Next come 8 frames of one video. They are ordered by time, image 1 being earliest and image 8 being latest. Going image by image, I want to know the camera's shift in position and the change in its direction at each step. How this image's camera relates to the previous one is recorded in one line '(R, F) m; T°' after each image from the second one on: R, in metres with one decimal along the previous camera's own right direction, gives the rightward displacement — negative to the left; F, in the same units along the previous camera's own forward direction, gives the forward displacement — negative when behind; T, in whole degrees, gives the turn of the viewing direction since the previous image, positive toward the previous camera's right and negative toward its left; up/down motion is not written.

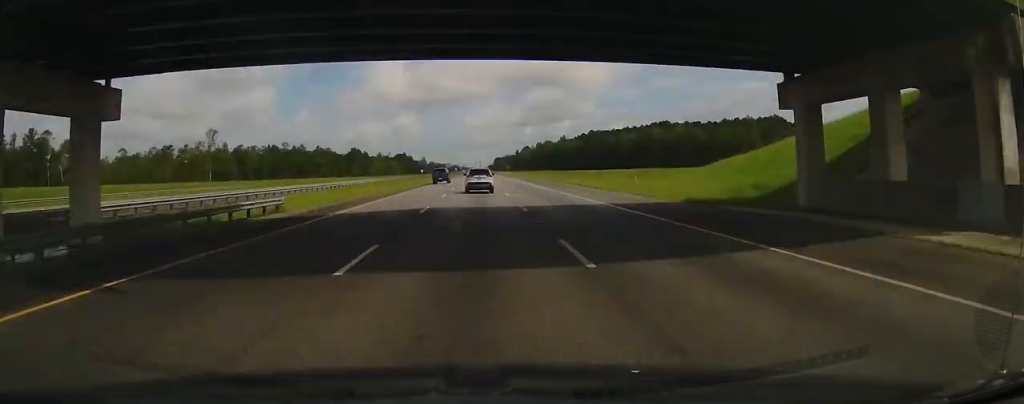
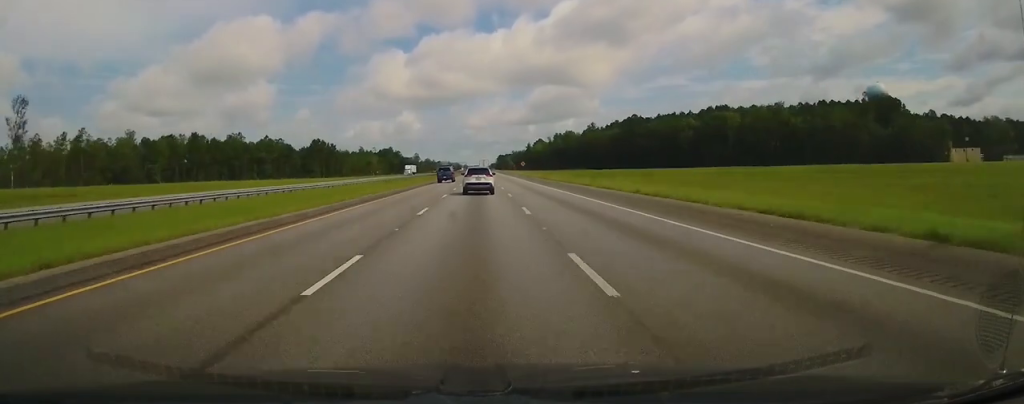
(0.0, +85.0) m; 0°
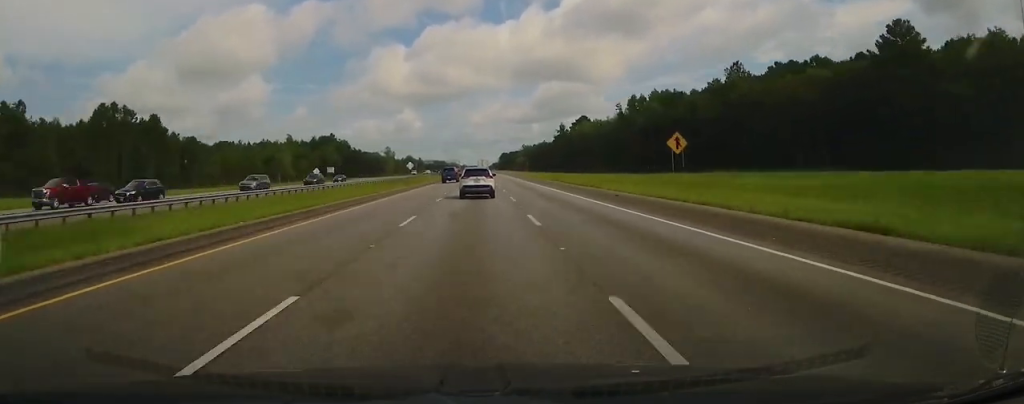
(+0.5, +159.1) m; 0°
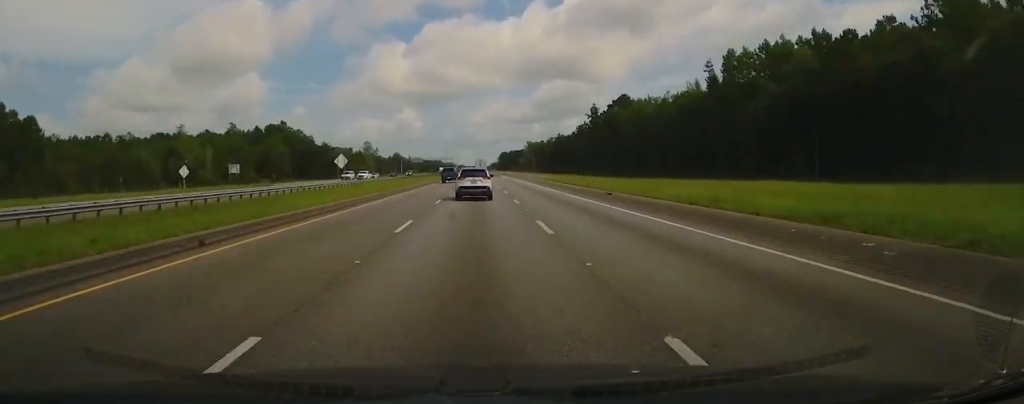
(-0.2, +60.8) m; 0°
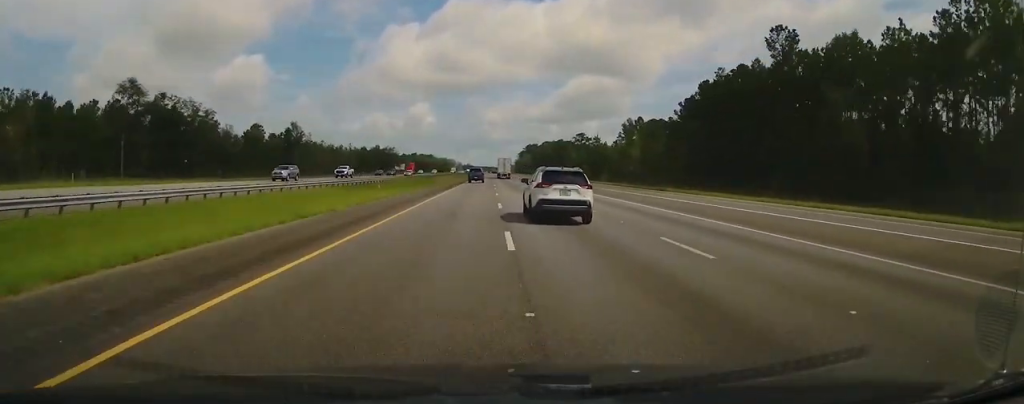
(-1.6, +307.1) m; 0°
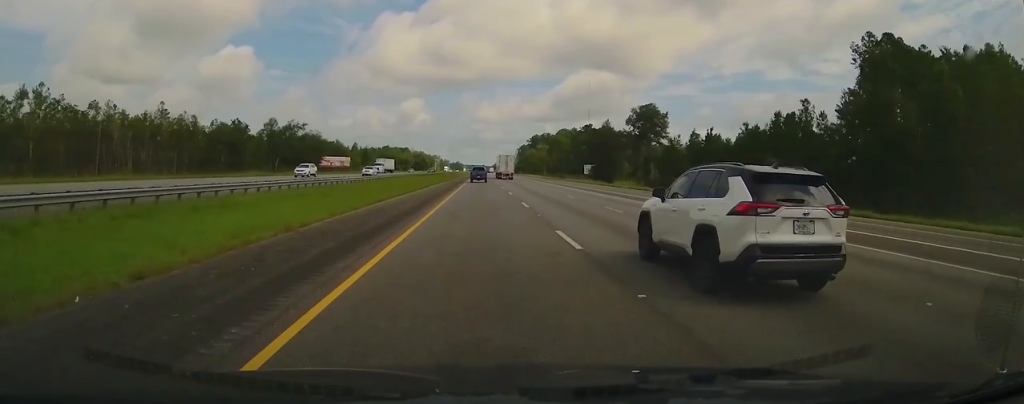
(+0.1, +118.2) m; 0°
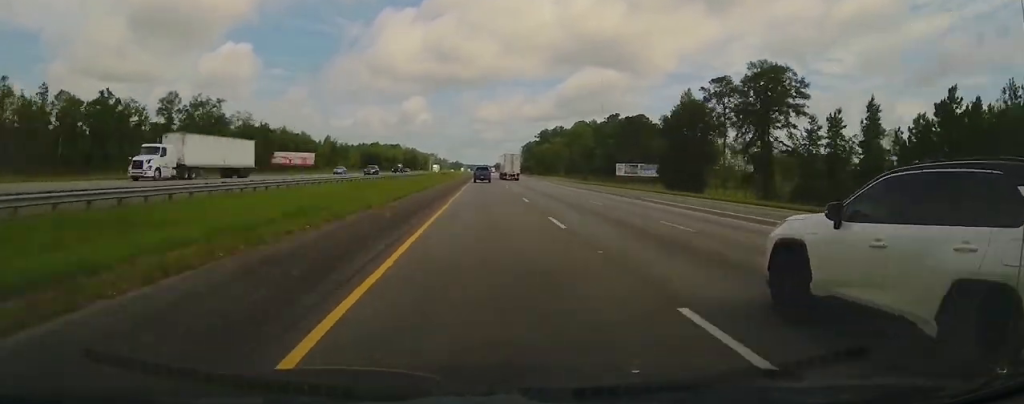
(0.0, +40.4) m; 0°
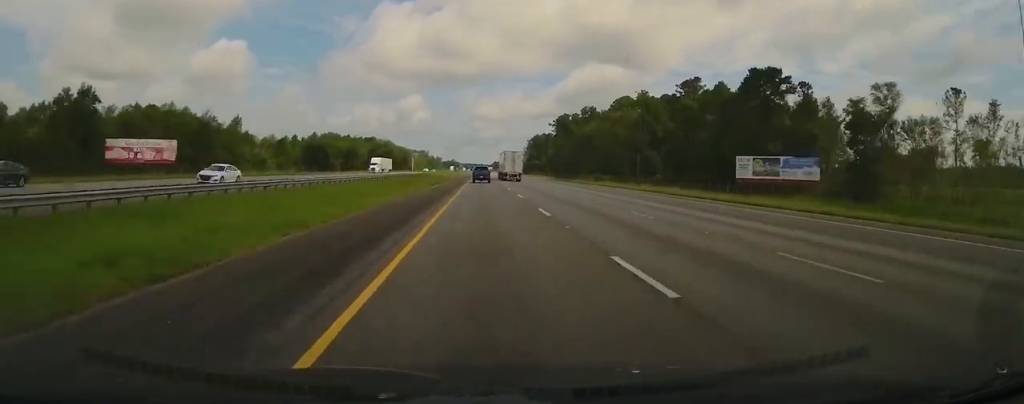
(0.0, +63.7) m; 0°
